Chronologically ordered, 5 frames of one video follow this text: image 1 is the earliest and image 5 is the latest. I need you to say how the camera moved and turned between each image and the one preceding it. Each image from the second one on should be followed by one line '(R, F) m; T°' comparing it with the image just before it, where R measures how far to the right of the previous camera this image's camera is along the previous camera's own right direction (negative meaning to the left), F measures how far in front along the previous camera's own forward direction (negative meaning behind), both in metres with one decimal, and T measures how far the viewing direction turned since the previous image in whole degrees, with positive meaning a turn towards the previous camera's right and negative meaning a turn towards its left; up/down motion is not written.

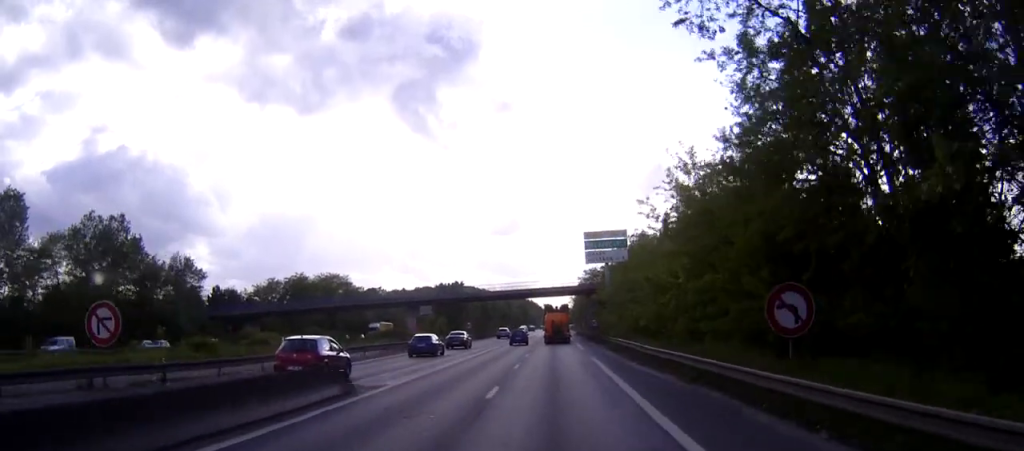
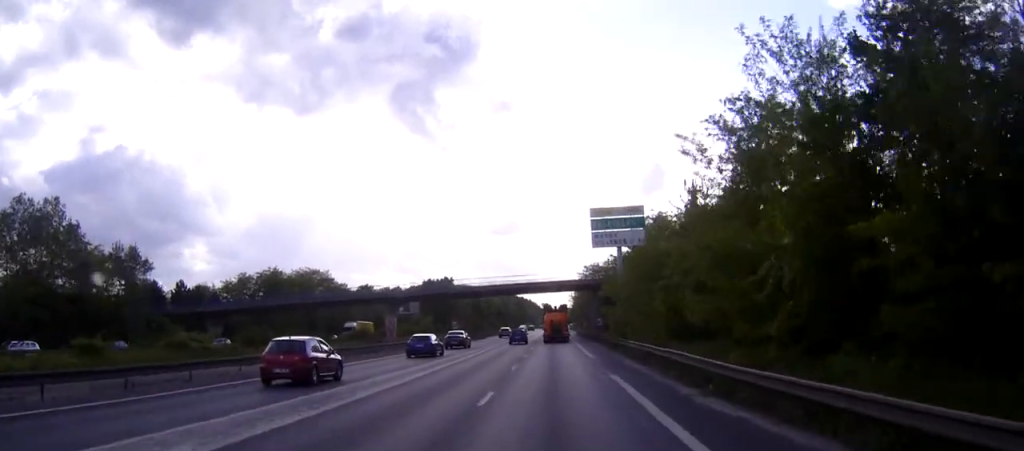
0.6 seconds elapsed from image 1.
(0.0, +14.2) m; +1°
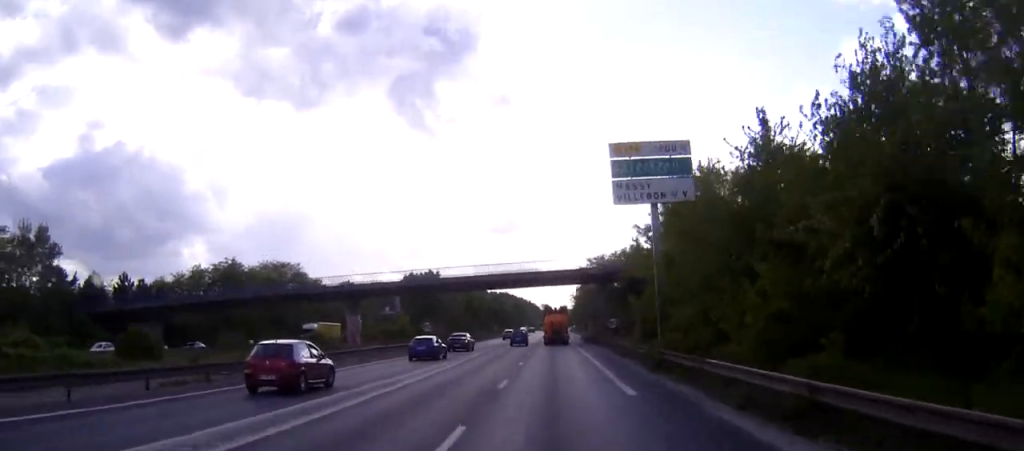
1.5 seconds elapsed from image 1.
(+0.3, +18.9) m; 0°
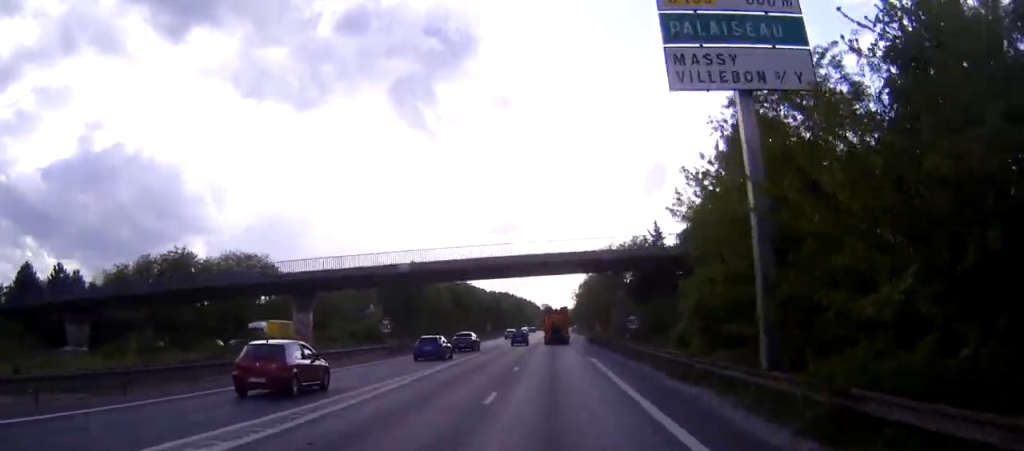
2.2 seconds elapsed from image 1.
(-0.2, +17.6) m; 0°
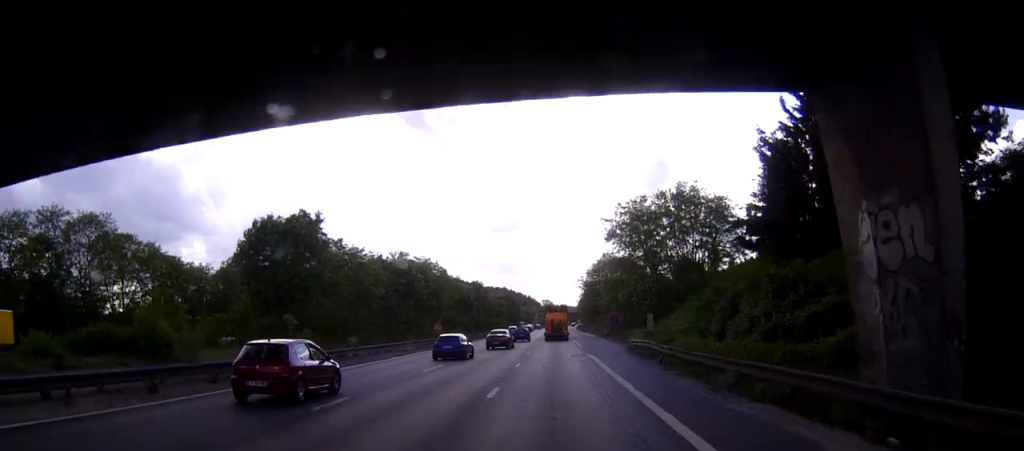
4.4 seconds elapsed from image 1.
(+1.0, +51.1) m; +2°
